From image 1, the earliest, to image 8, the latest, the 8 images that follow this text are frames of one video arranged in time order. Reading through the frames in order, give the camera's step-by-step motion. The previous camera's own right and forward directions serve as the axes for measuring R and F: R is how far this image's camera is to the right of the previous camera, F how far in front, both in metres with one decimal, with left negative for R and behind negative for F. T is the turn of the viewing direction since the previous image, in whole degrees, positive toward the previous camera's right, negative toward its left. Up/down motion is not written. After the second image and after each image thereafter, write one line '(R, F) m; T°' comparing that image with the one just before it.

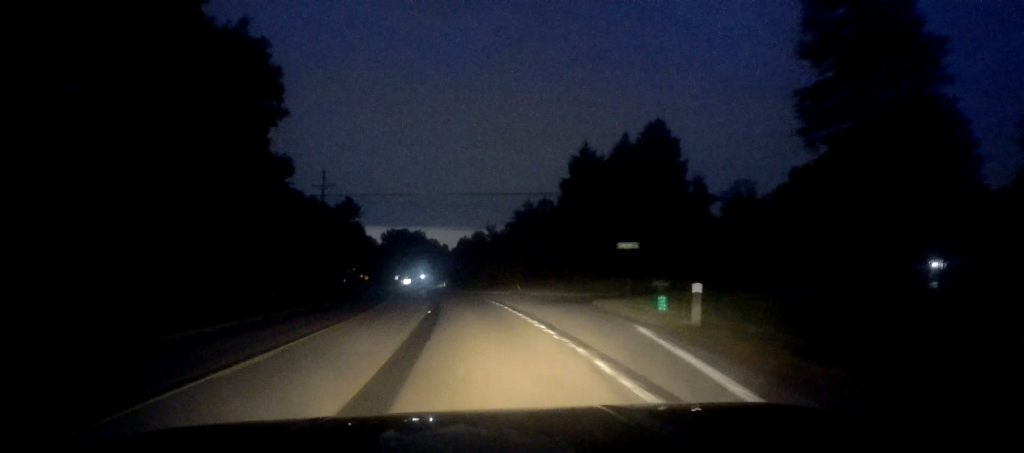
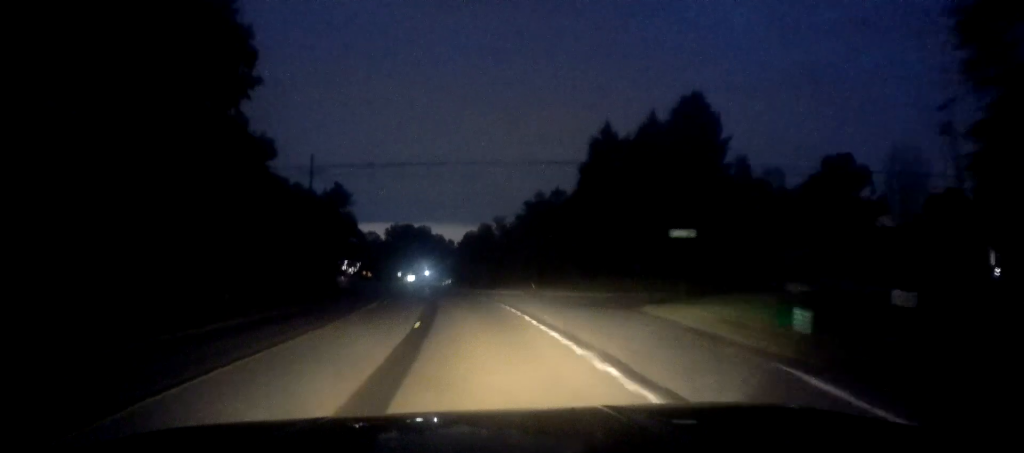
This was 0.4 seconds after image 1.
(+0.1, +8.3) m; -1°
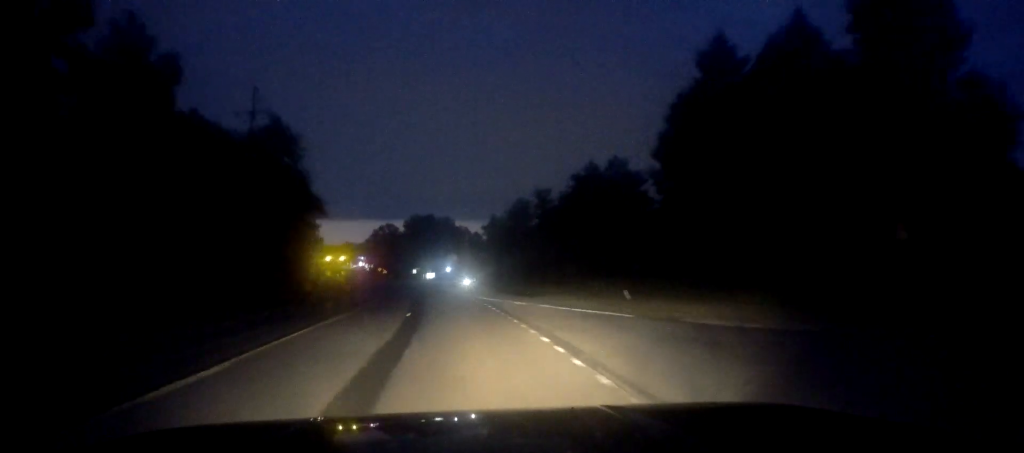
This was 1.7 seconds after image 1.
(-0.8, +24.6) m; -2°
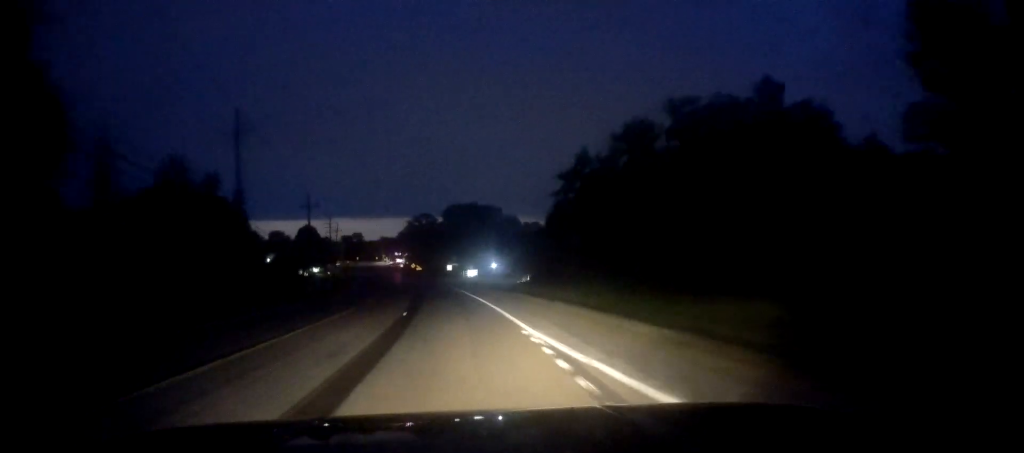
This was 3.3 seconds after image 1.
(+0.1, +30.1) m; -4°
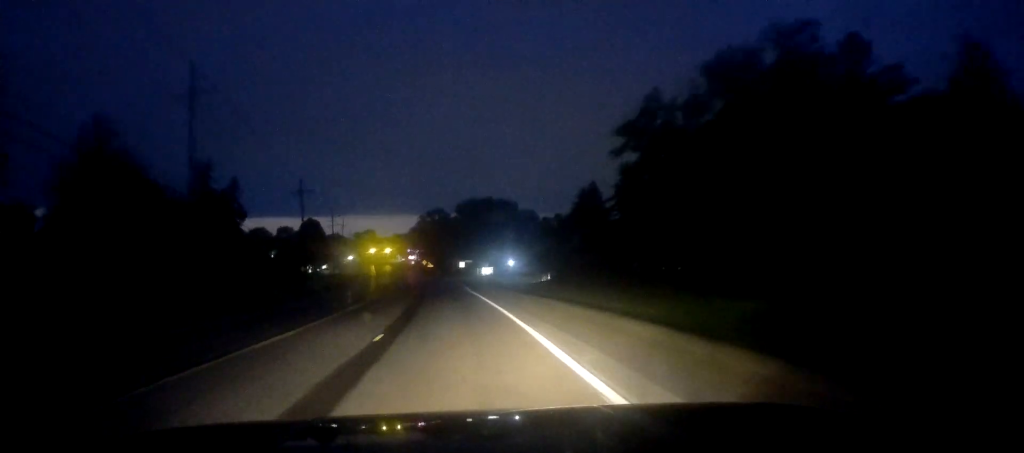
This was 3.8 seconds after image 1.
(-0.7, +9.9) m; -2°
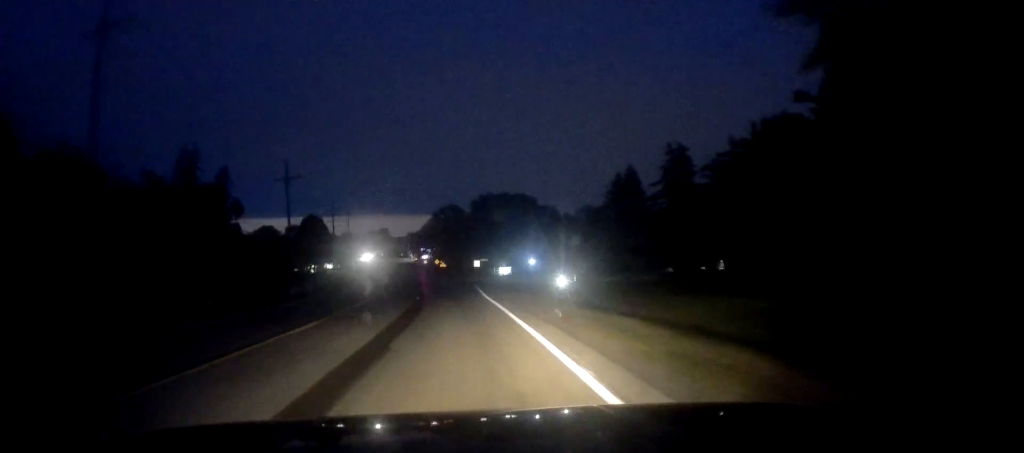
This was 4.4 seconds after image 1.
(-0.7, +11.3) m; -2°
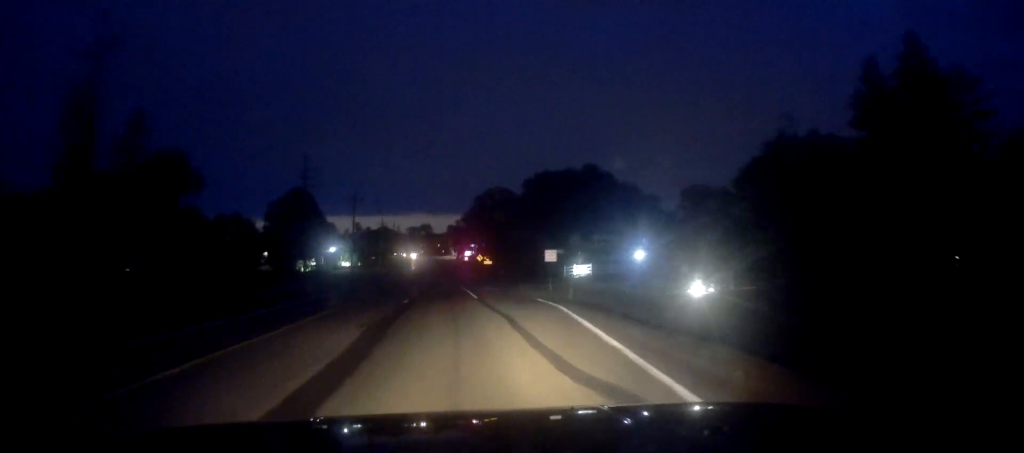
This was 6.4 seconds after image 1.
(-0.4, +39.7) m; -4°
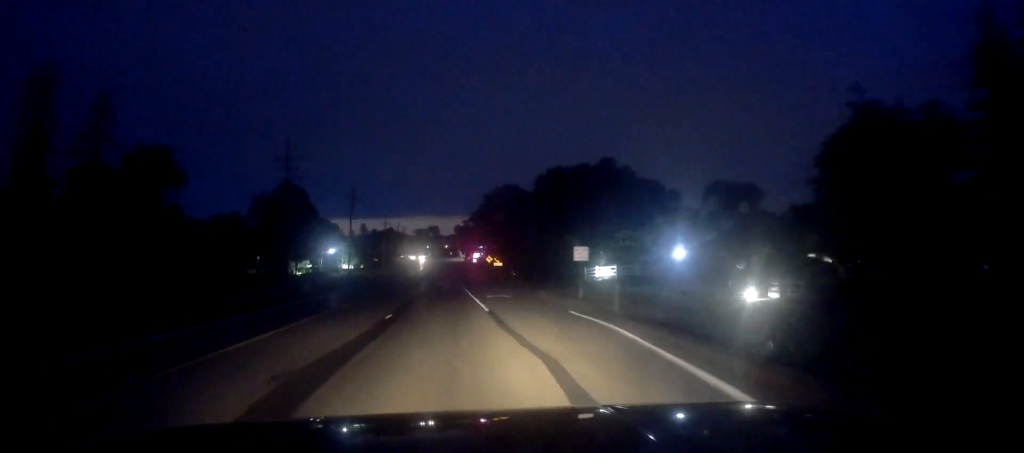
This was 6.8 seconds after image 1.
(-0.2, +8.6) m; -1°
